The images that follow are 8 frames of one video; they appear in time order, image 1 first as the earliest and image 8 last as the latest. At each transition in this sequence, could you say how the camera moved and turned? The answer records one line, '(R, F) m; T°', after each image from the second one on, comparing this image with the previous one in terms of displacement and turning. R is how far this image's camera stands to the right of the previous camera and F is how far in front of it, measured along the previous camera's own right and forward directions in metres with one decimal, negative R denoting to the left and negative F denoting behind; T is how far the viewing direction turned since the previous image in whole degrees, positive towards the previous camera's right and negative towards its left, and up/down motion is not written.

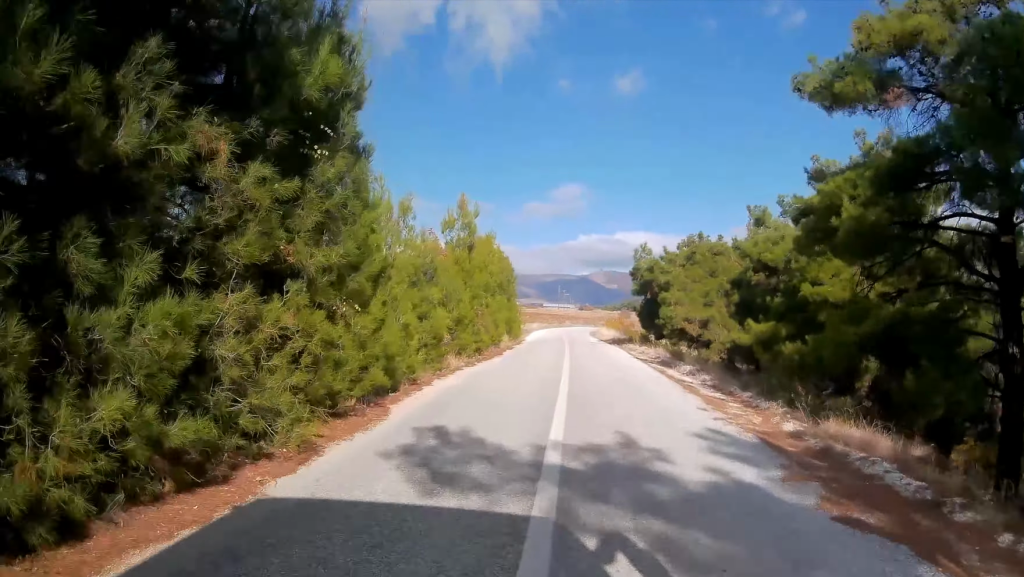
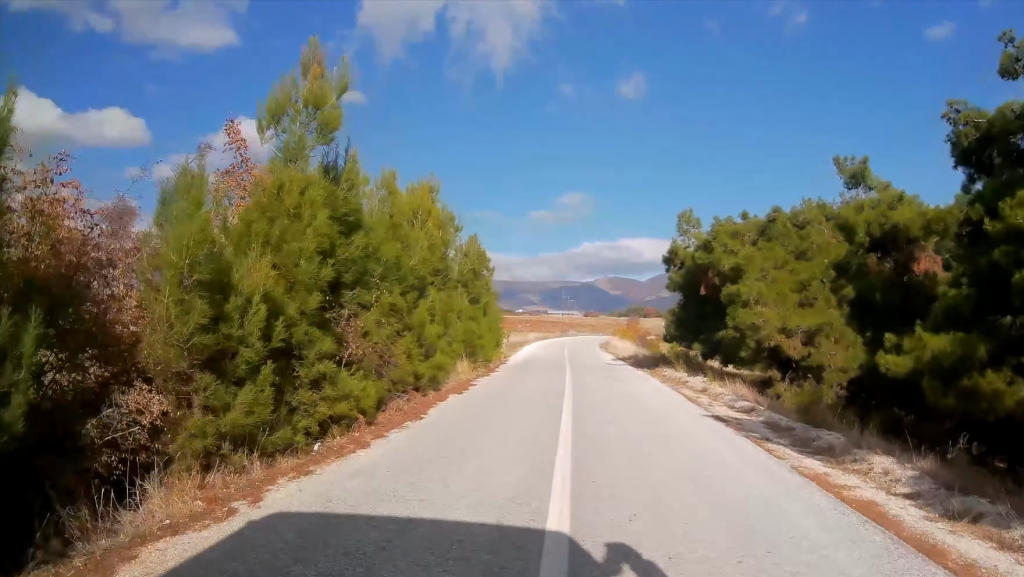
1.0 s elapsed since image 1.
(-0.1, +14.0) m; 0°
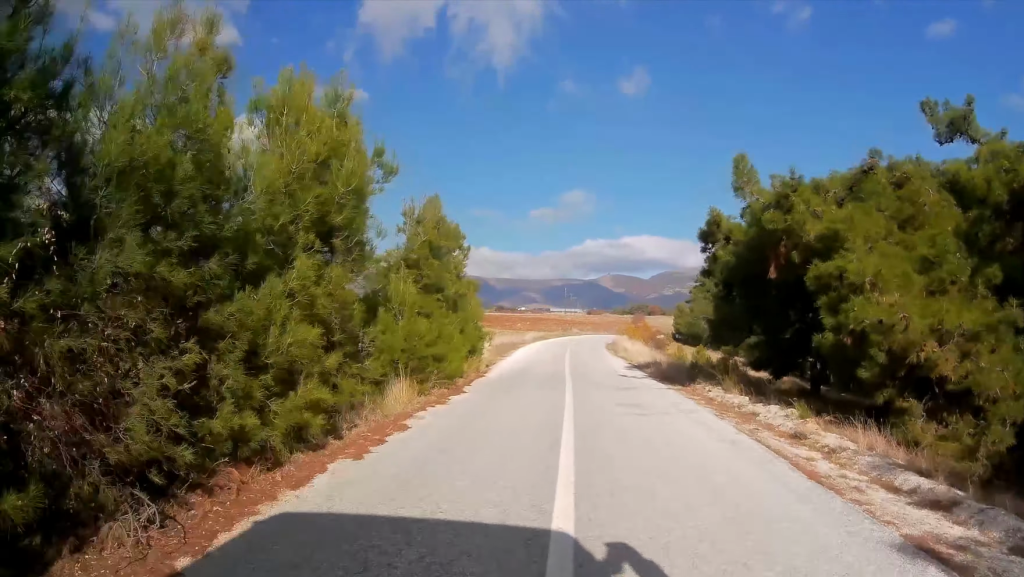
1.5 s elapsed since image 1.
(0.0, +7.4) m; 0°
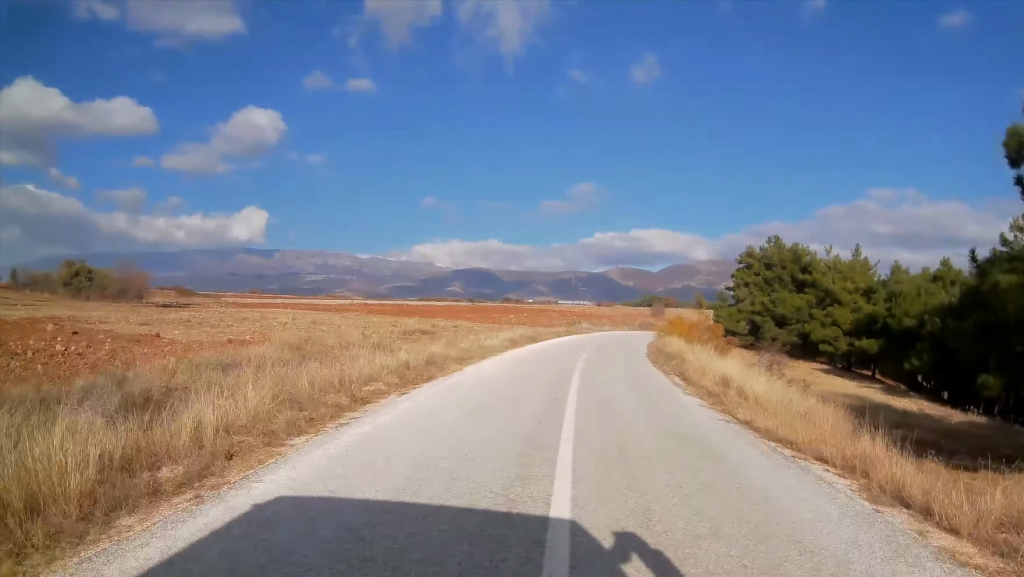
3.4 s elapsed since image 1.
(-0.3, +26.3) m; -1°
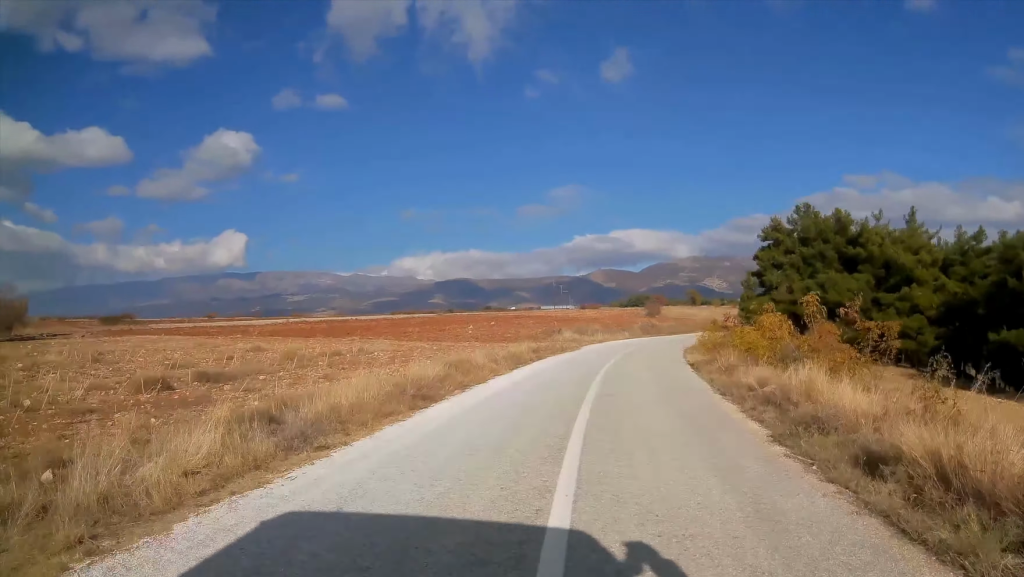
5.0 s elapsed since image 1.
(+0.2, +21.7) m; +1°
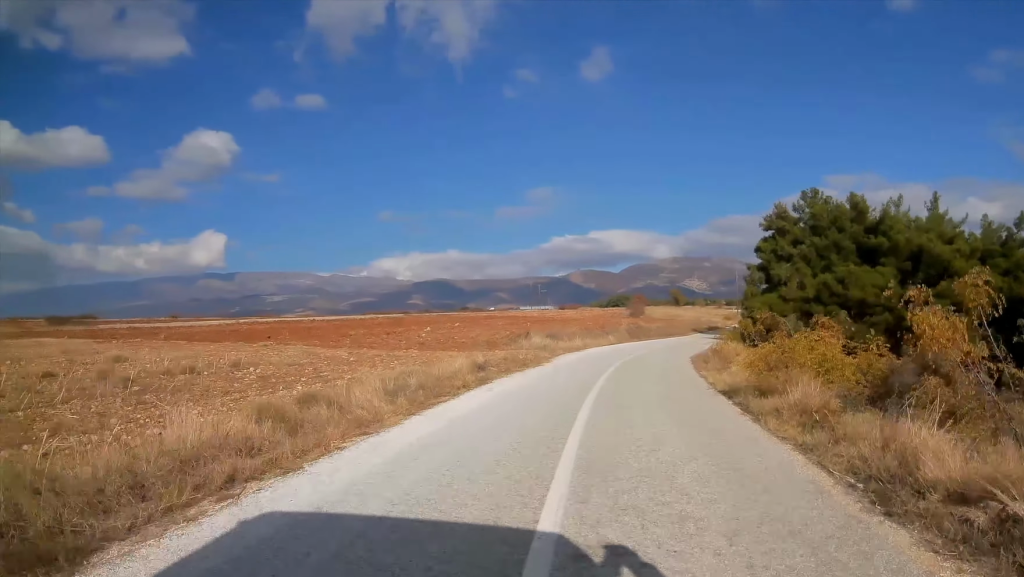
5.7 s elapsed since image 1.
(+0.1, +9.8) m; +2°
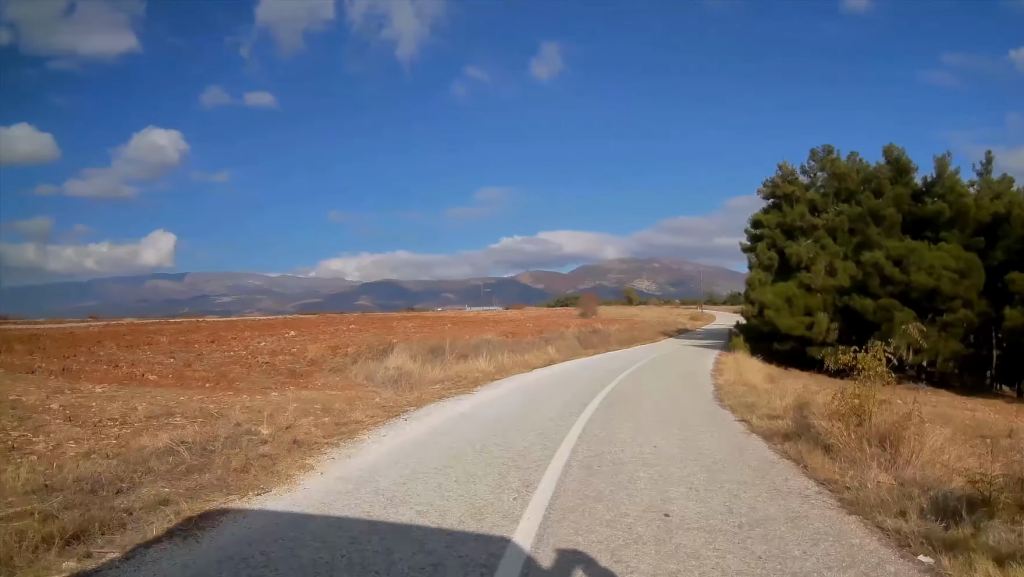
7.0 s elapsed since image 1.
(+0.6, +18.0) m; +5°
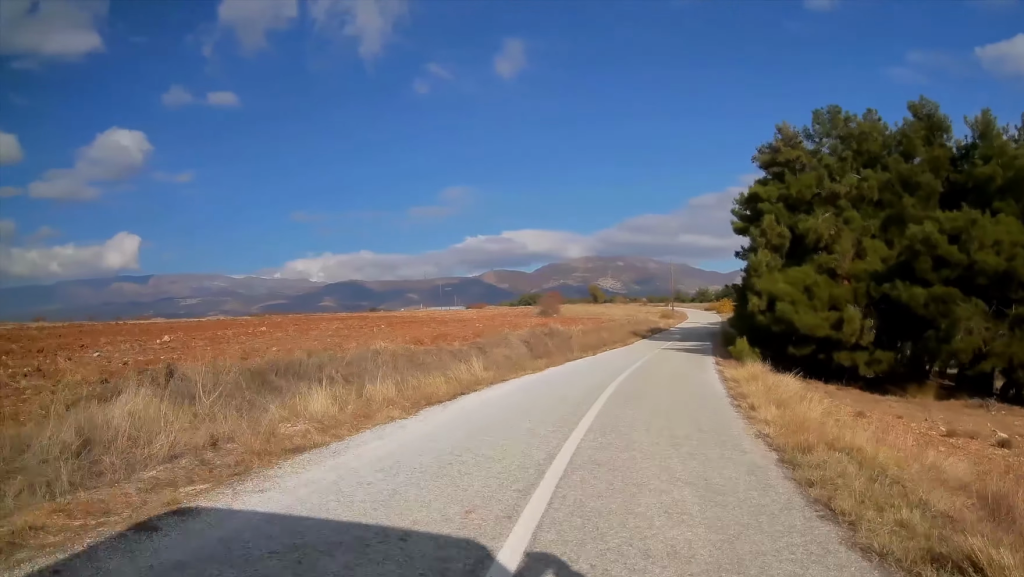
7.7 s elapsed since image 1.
(+0.3, +9.2) m; +3°
